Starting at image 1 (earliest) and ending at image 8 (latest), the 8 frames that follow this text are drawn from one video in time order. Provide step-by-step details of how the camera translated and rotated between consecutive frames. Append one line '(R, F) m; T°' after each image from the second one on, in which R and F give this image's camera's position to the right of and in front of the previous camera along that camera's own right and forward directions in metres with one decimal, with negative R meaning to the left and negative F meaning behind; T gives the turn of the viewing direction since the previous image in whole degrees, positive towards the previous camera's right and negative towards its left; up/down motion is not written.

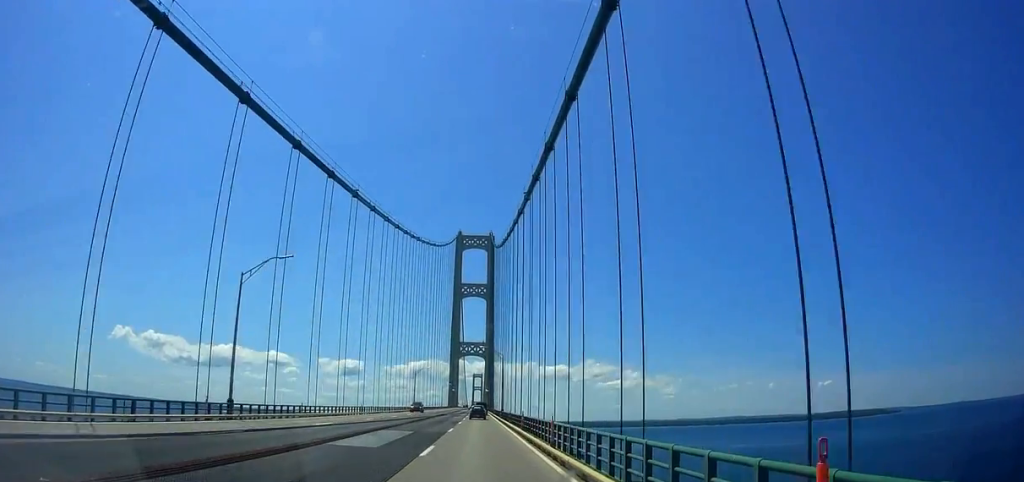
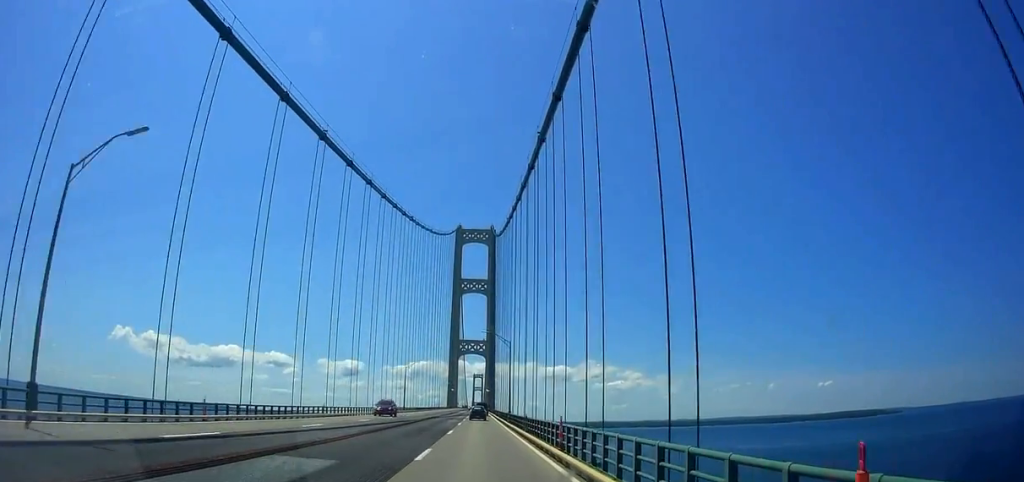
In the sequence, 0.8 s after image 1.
(0.0, +17.0) m; -1°
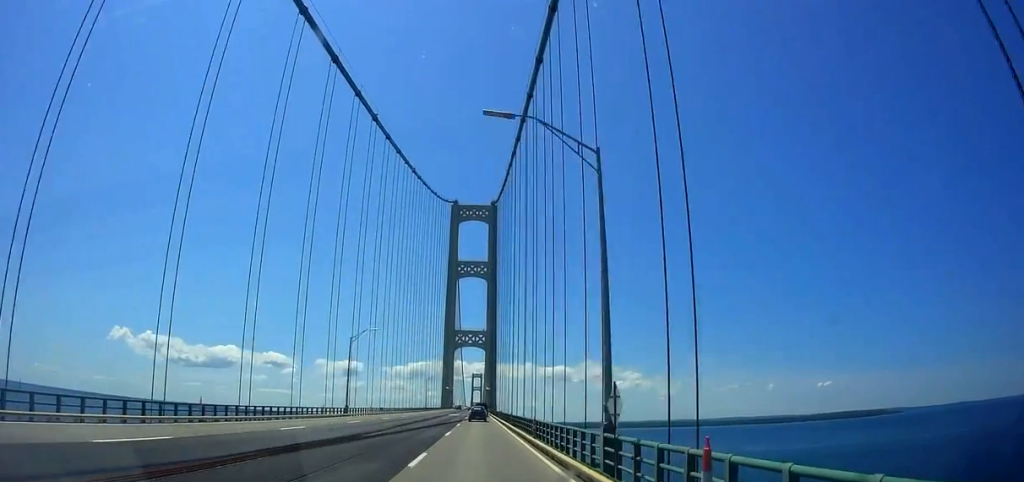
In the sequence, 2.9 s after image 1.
(-0.5, +47.4) m; 0°
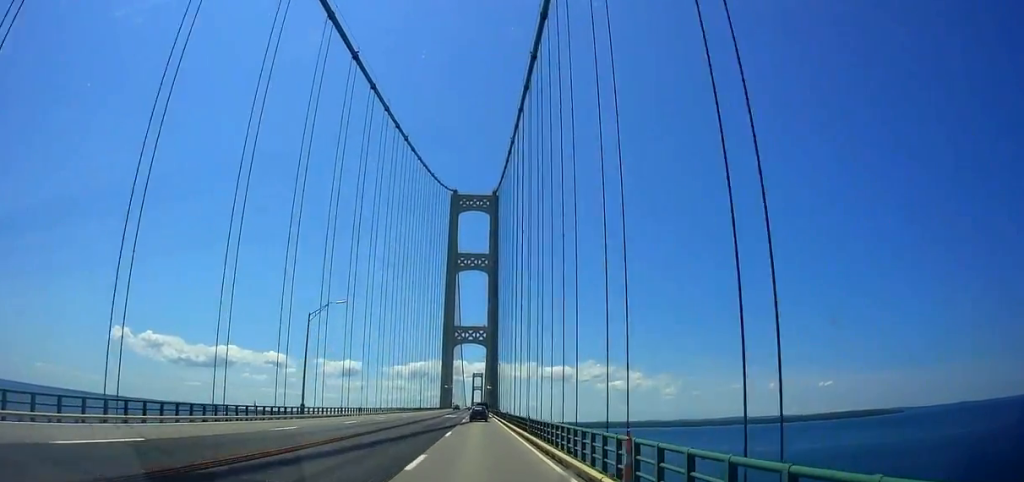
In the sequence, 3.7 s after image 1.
(+0.2, +15.9) m; 0°
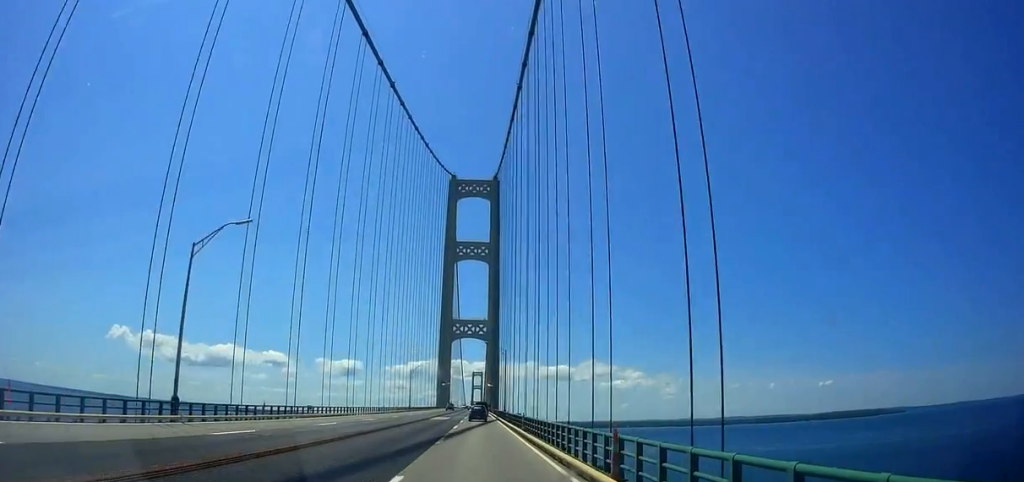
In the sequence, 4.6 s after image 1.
(-0.2, +21.0) m; -1°
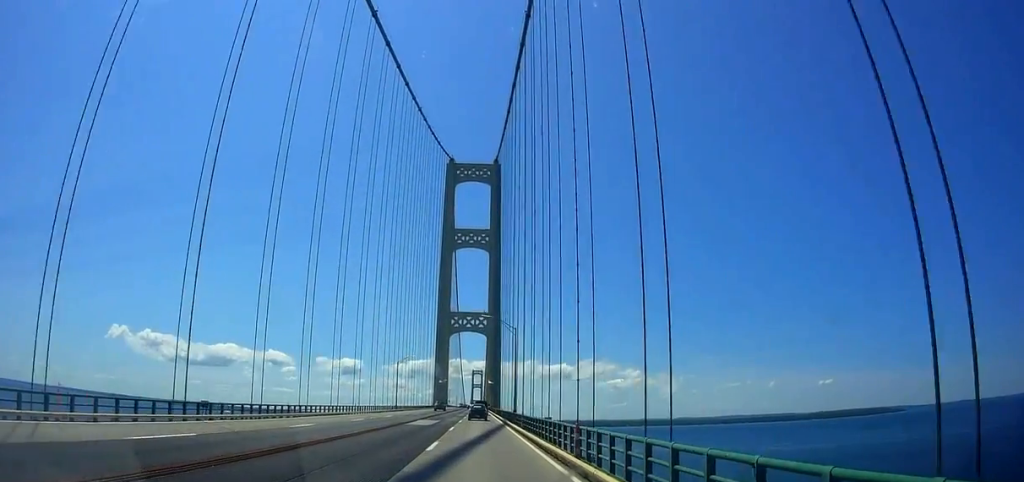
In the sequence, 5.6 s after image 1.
(-0.3, +20.0) m; +1°
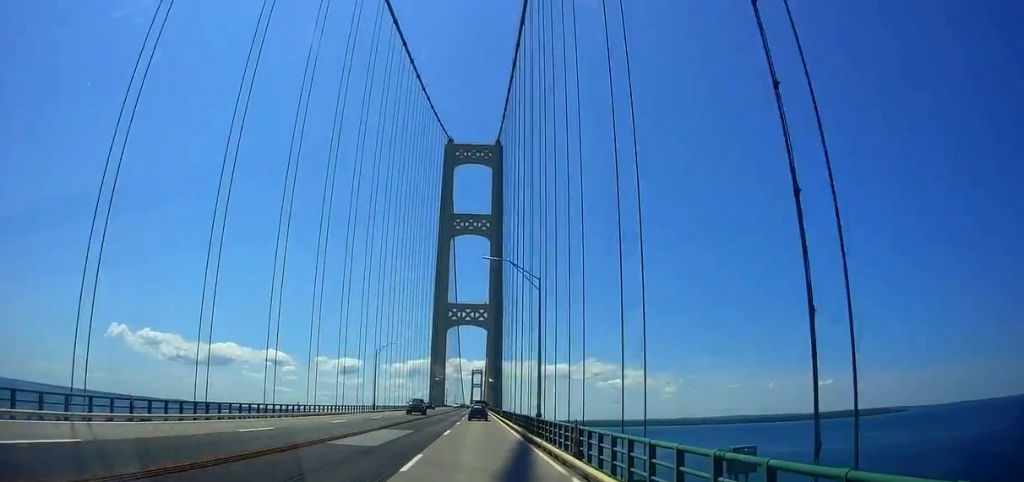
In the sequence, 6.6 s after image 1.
(+0.5, +21.1) m; +1°
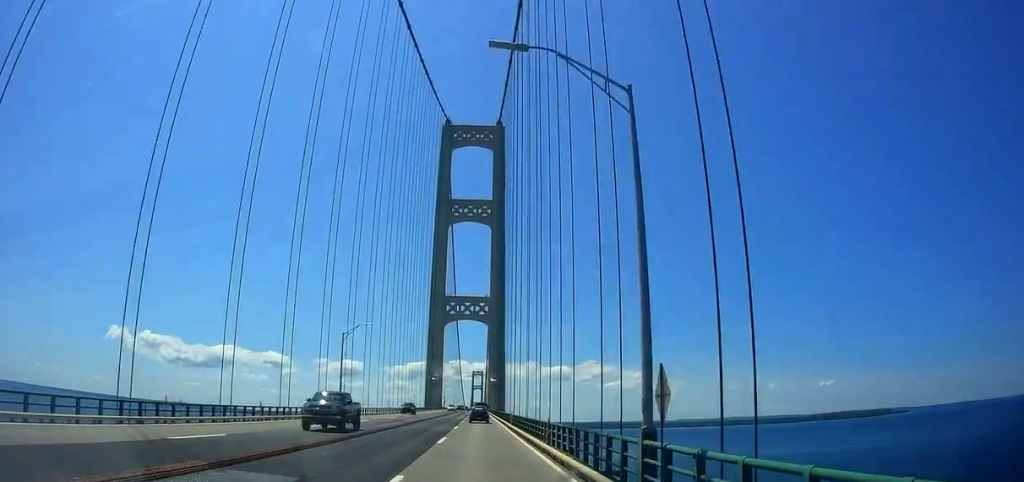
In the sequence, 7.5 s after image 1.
(-0.1, +20.1) m; -1°
